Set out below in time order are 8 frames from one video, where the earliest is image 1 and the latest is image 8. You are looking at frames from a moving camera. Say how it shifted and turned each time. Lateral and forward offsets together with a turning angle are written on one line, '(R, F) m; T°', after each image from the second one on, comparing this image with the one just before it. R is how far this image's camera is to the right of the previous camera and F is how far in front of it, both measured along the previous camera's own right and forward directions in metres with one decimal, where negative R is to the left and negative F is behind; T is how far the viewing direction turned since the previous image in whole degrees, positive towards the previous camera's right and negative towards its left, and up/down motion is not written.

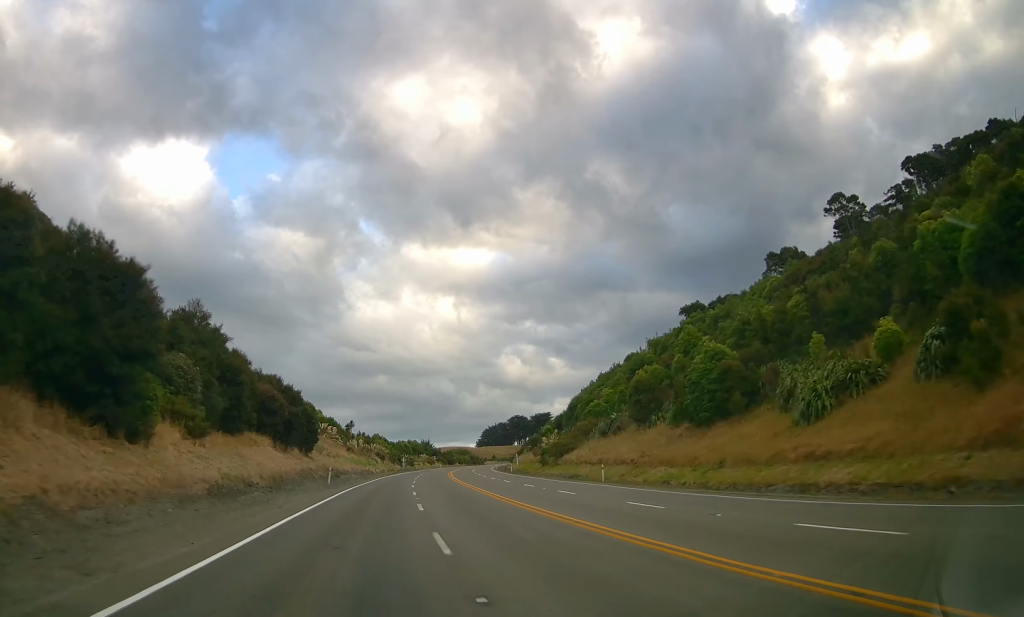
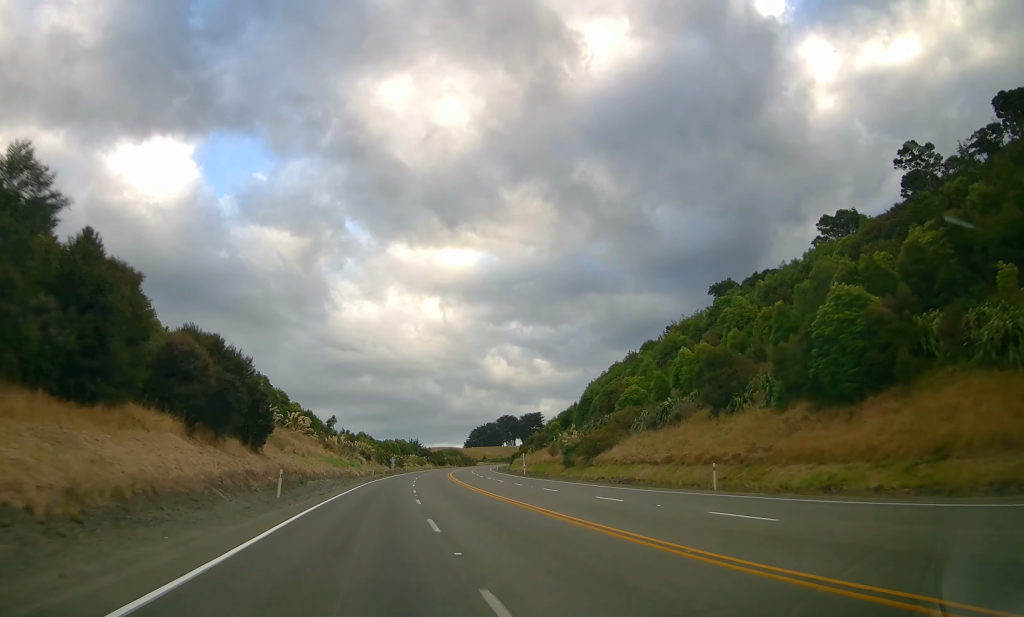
(0.0, +15.8) m; +1°
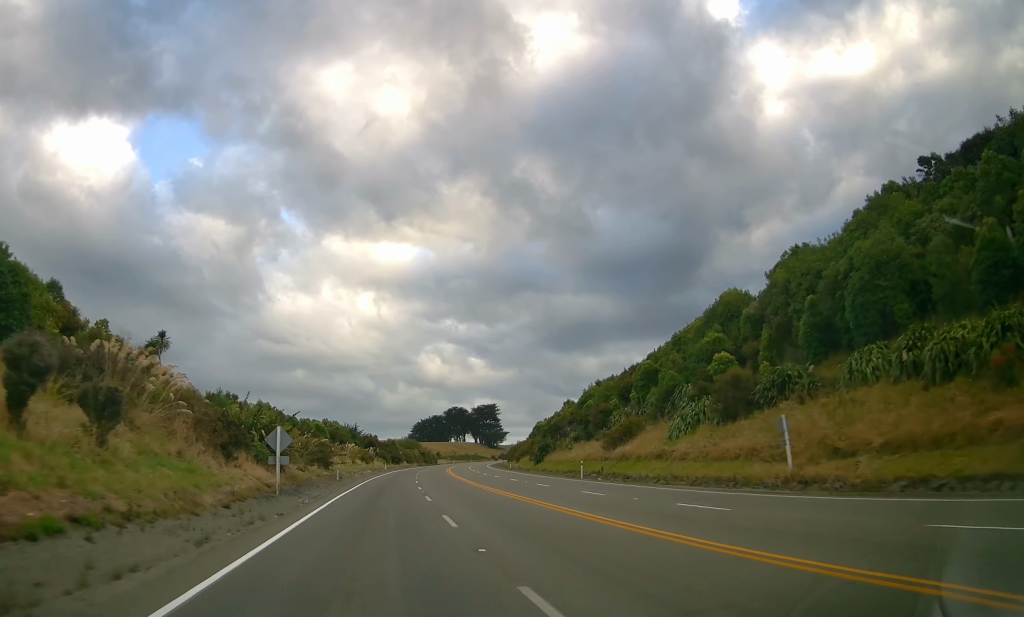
(+3.1, +76.9) m; +6°
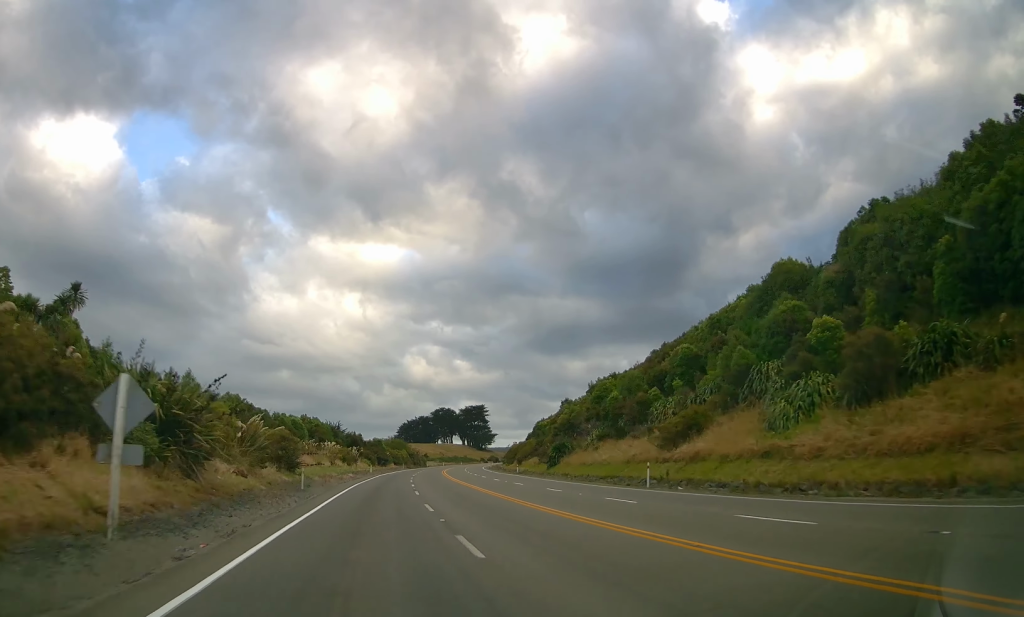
(+0.6, +13.6) m; +1°
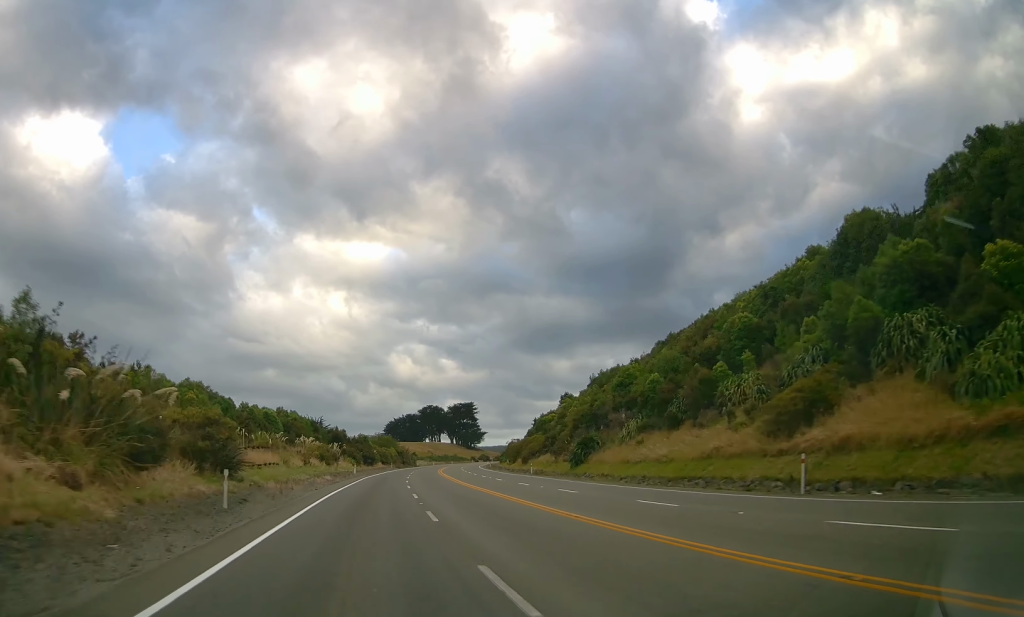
(+0.7, +13.6) m; +1°
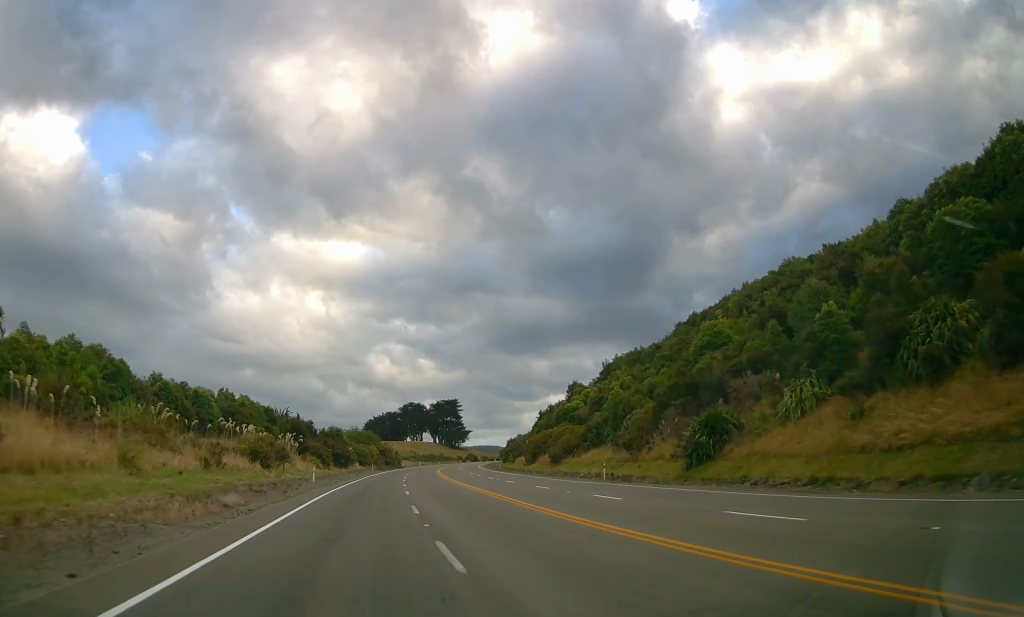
(-0.8, +26.1) m; +2°
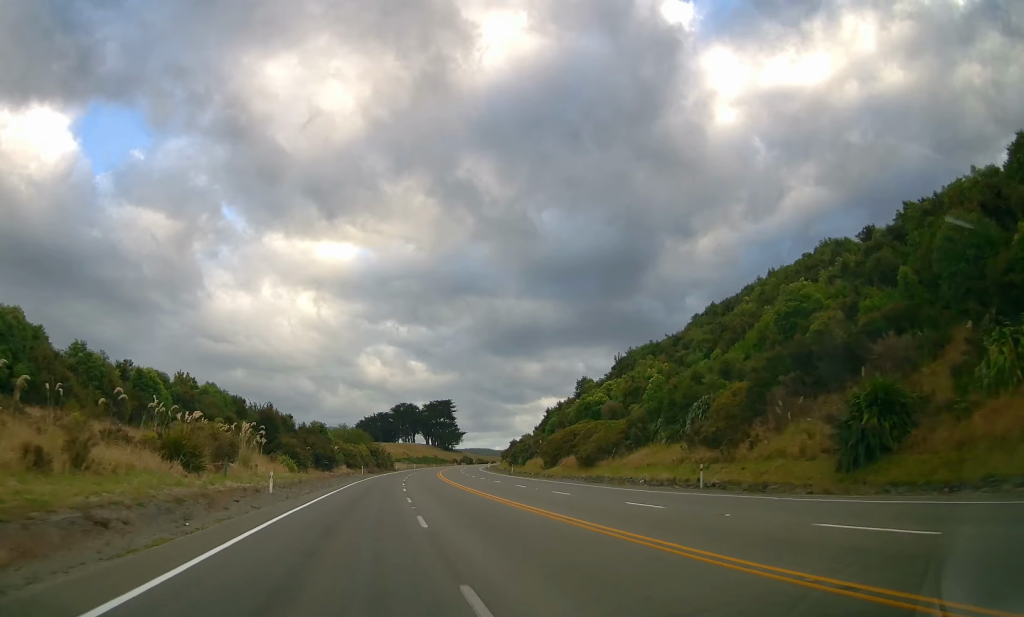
(+0.7, +13.4) m; +1°
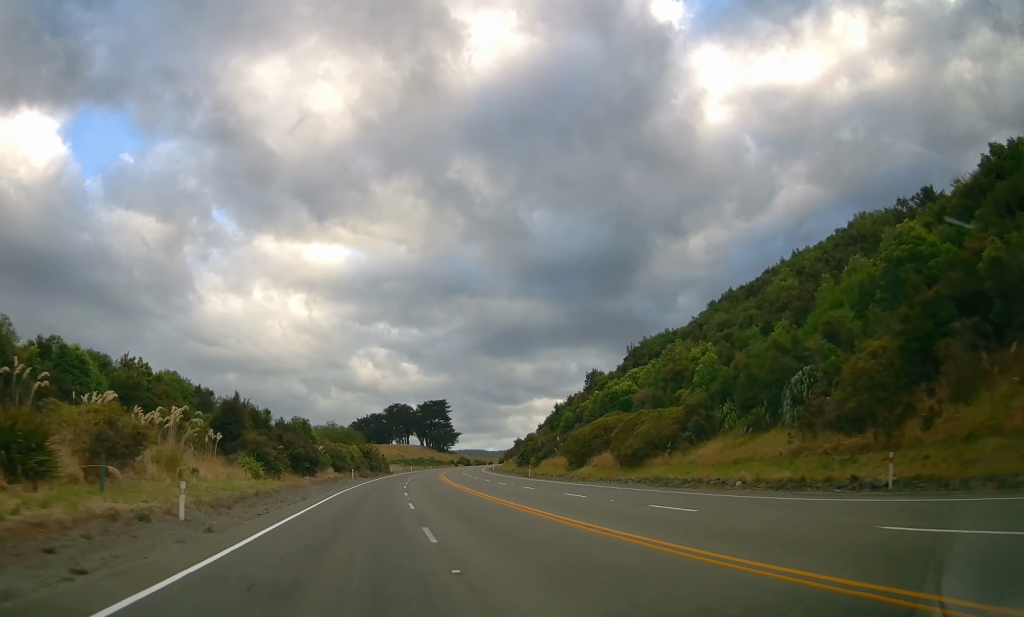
(+0.8, +11.7) m; +1°
